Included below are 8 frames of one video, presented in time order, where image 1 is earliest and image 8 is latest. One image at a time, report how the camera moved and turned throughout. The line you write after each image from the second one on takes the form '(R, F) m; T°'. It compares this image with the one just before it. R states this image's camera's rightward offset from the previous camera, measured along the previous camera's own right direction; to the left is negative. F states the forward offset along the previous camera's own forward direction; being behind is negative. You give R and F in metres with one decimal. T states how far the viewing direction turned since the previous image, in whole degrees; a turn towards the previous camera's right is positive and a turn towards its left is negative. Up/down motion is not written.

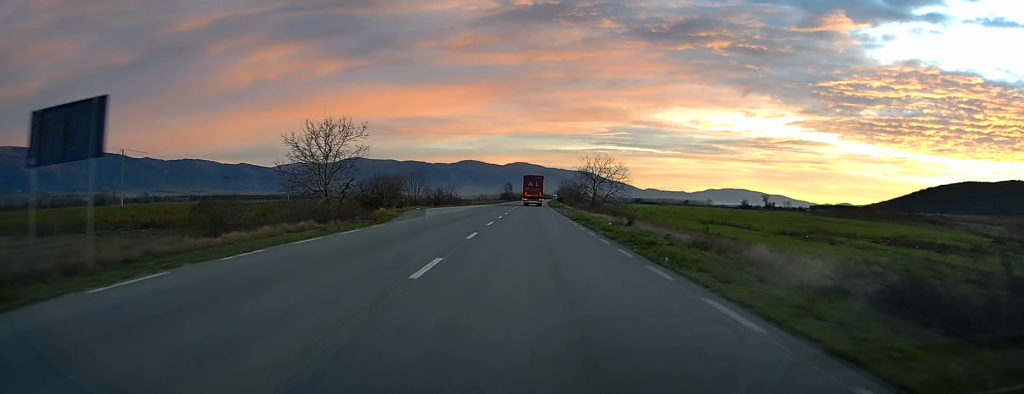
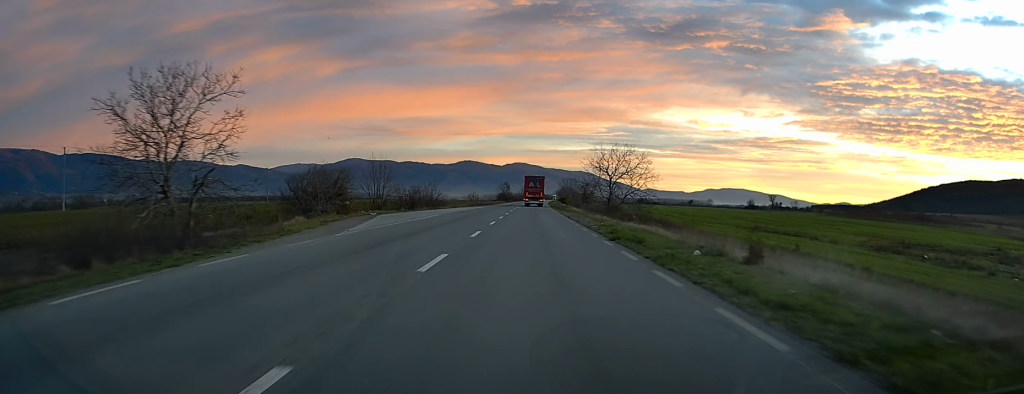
(0.0, +16.9) m; 0°
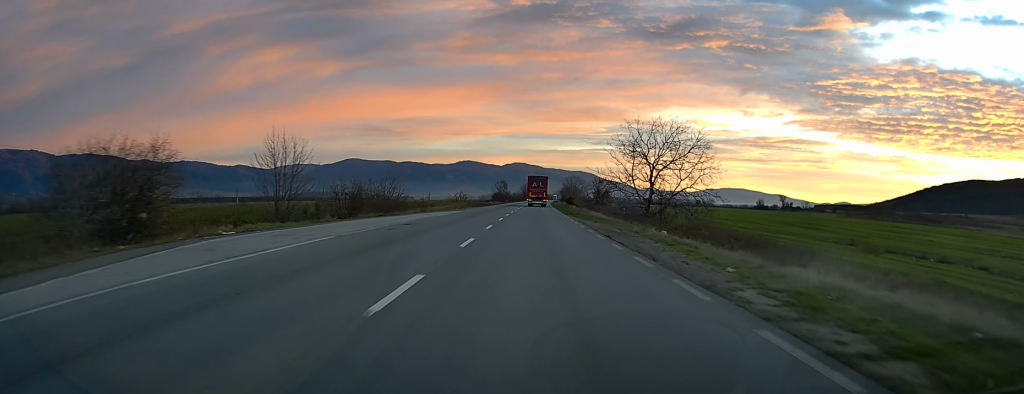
(0.0, +21.6) m; 0°
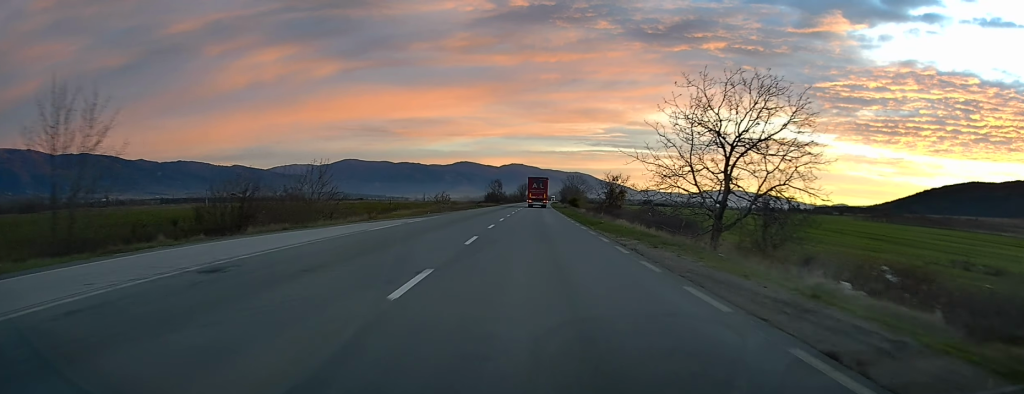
(0.0, +17.0) m; 0°
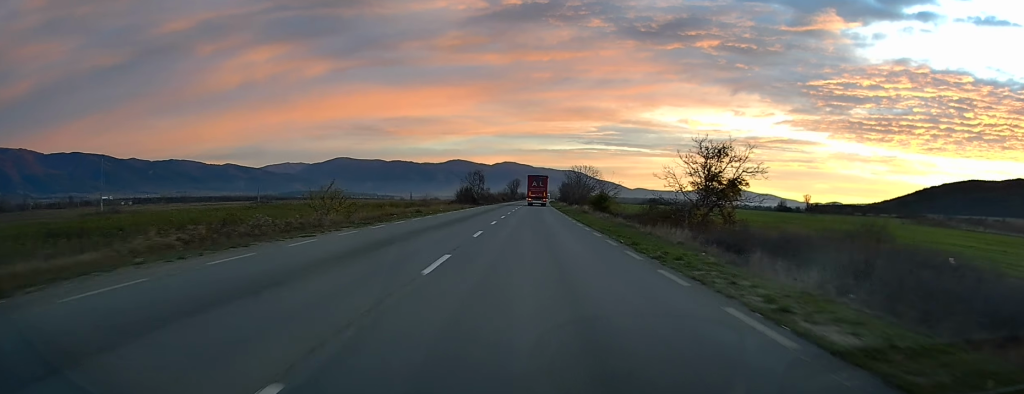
(0.0, +42.6) m; +1°
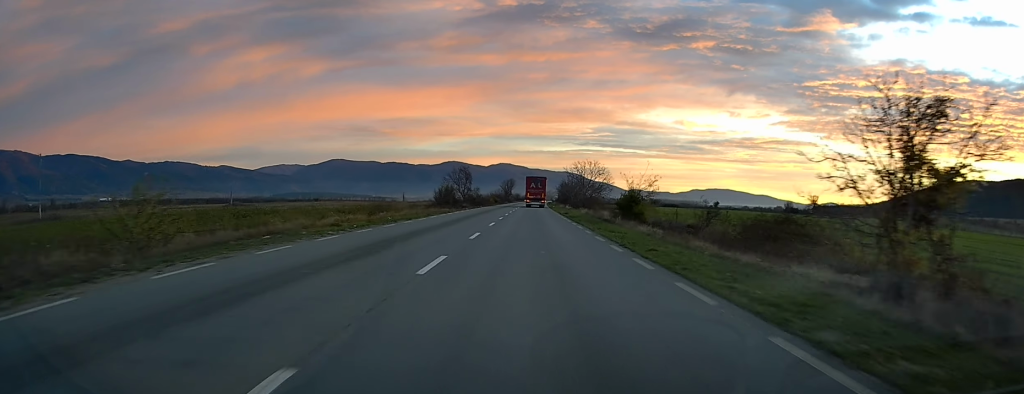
(+0.1, +17.9) m; +1°
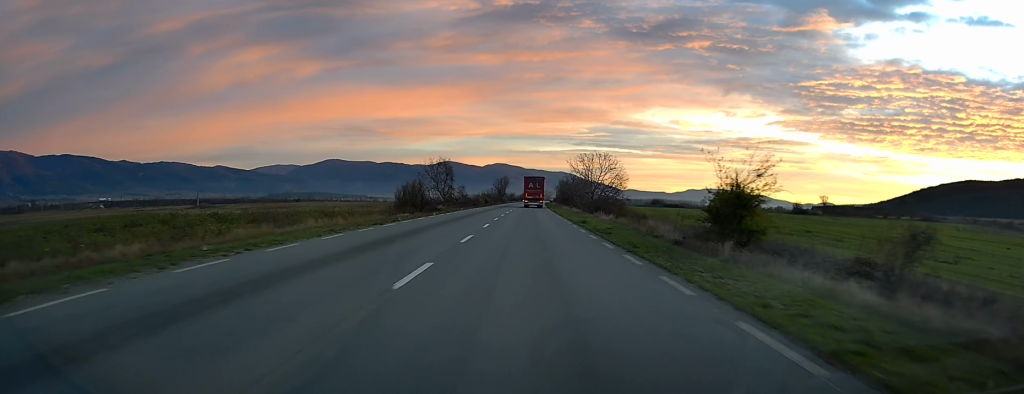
(+0.4, +19.5) m; 0°
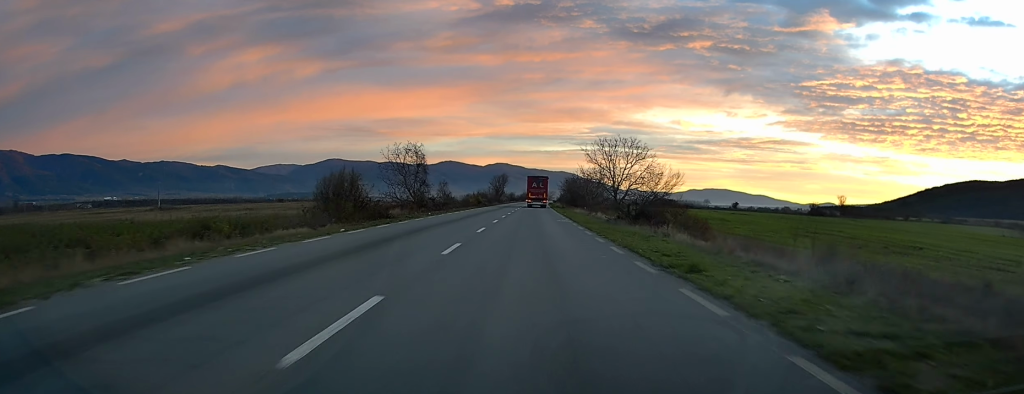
(-0.4, +21.9) m; 0°
